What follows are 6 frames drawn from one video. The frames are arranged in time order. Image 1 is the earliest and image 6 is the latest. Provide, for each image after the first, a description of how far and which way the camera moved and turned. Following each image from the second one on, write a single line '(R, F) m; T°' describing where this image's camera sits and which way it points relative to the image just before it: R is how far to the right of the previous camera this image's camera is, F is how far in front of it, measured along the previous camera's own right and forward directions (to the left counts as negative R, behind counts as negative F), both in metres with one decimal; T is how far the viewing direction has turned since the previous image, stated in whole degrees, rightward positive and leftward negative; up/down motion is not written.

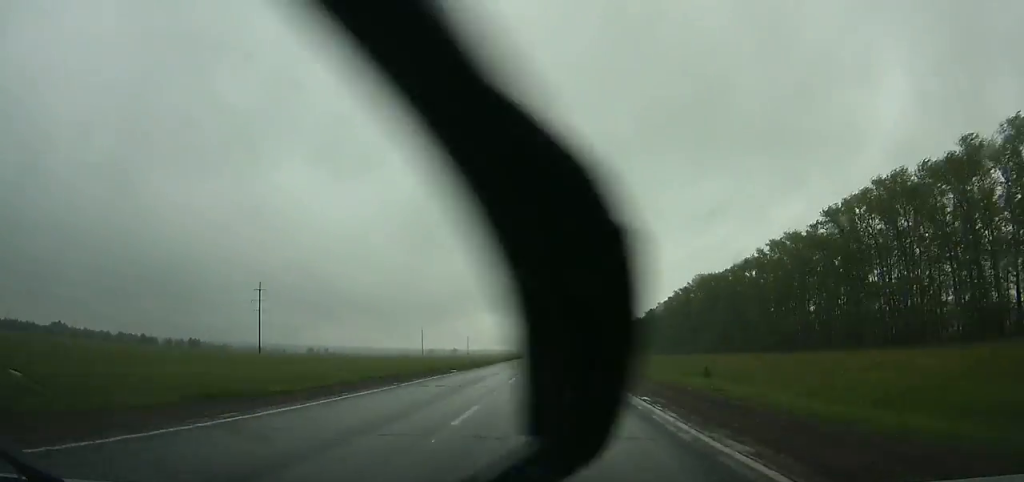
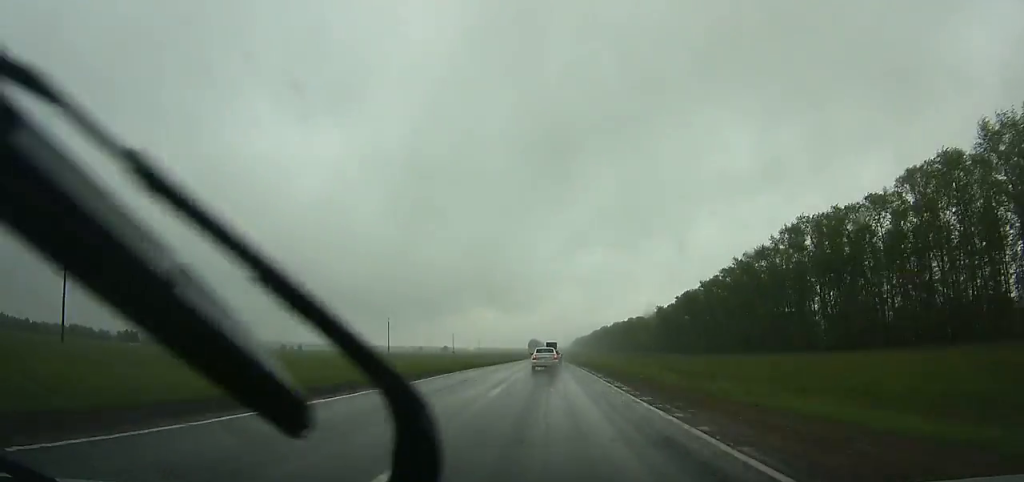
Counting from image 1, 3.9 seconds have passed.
(+0.3, +76.9) m; 0°
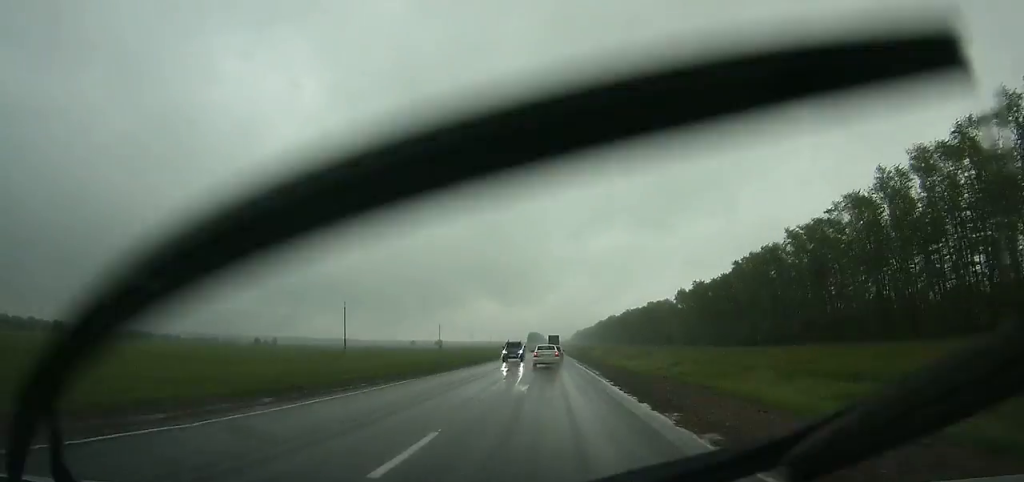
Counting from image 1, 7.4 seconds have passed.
(+0.3, +70.2) m; 0°
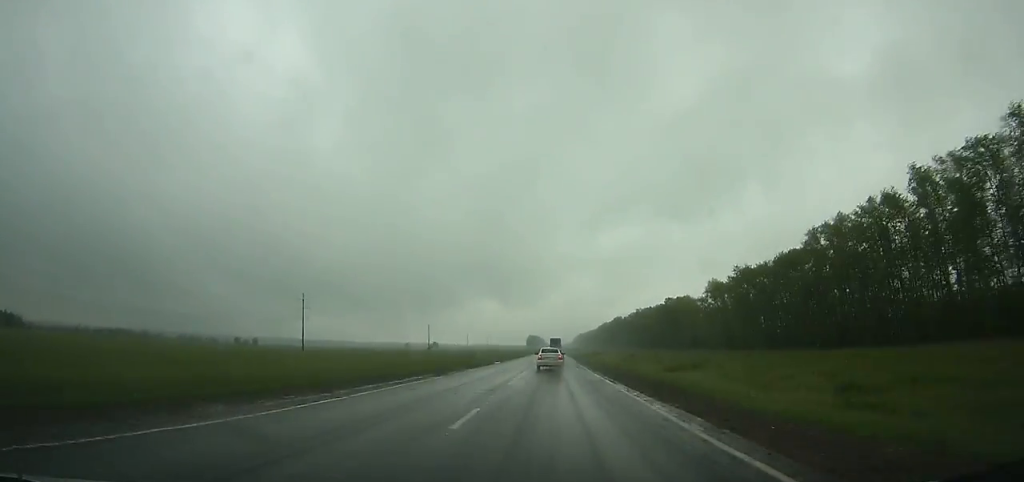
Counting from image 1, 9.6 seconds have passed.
(0.0, +44.7) m; 0°
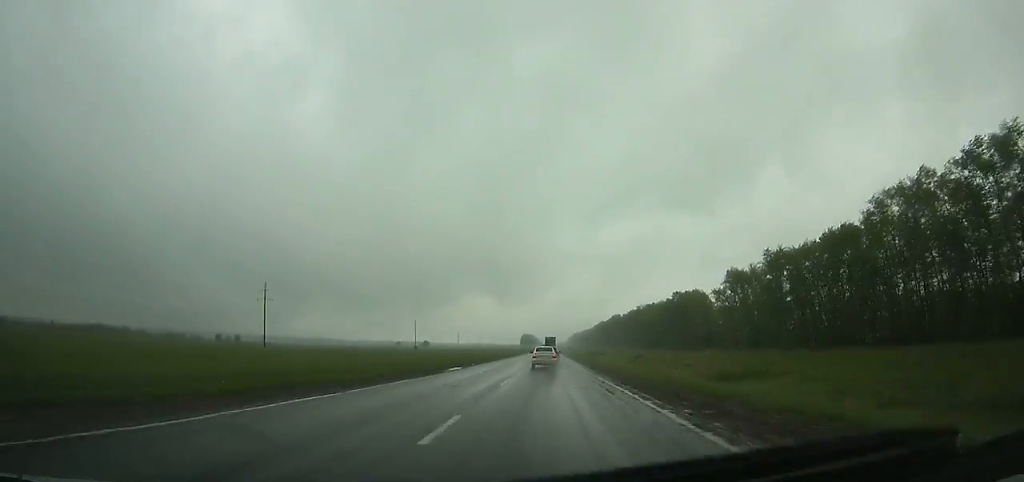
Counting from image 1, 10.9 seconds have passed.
(0.0, +26.7) m; 0°
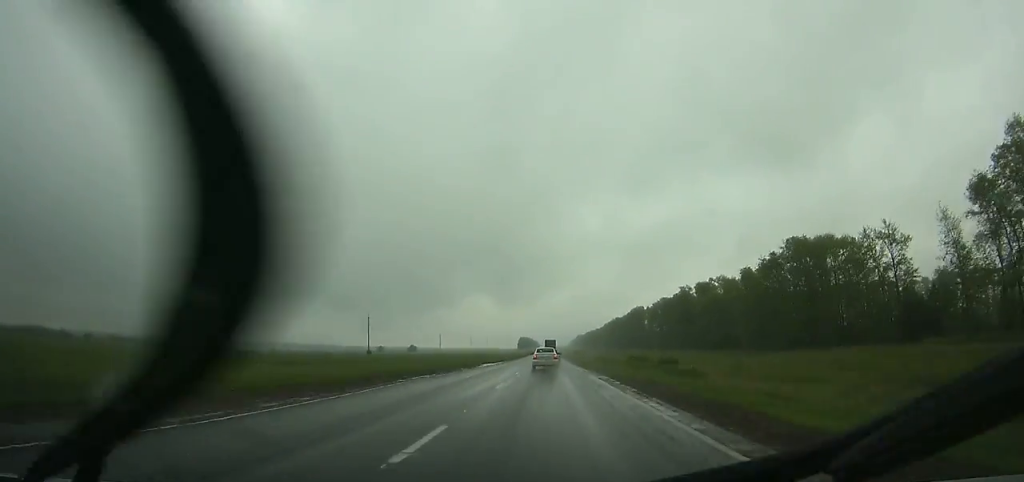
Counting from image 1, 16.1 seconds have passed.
(0.0, +106.9) m; 0°
